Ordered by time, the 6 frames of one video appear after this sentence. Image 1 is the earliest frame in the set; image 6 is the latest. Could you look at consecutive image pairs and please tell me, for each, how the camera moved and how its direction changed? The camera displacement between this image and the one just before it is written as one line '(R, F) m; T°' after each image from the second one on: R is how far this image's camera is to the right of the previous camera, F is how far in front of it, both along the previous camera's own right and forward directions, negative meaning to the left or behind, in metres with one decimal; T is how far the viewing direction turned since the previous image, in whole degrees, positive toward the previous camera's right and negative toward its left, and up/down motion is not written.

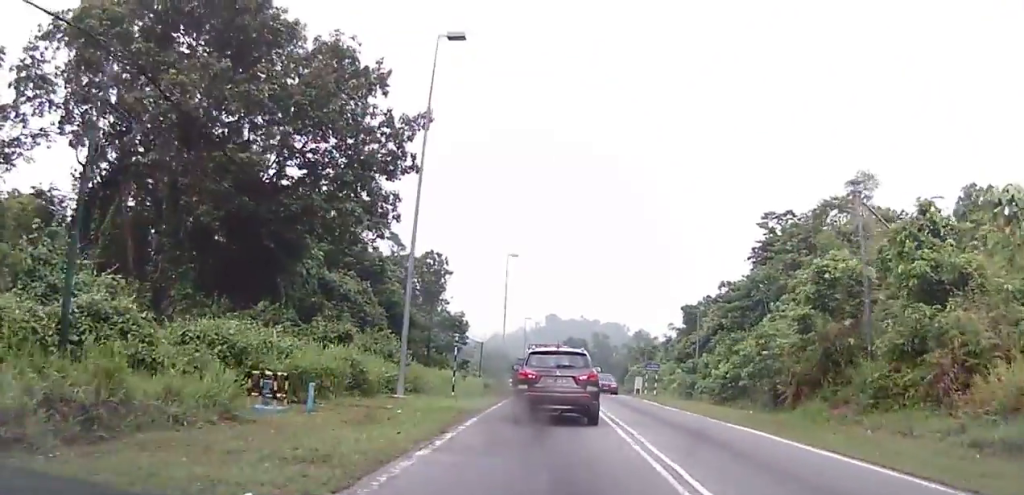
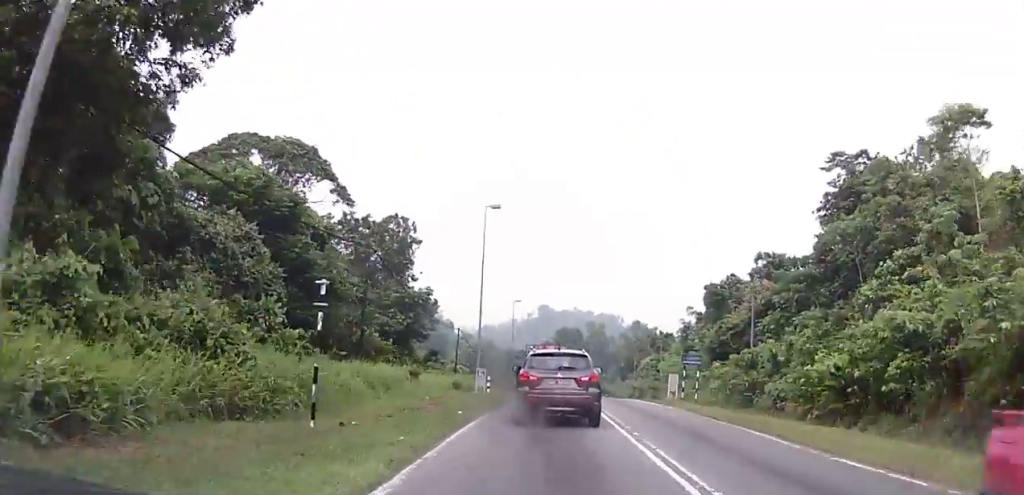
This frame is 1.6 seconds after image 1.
(-0.1, +17.1) m; +1°
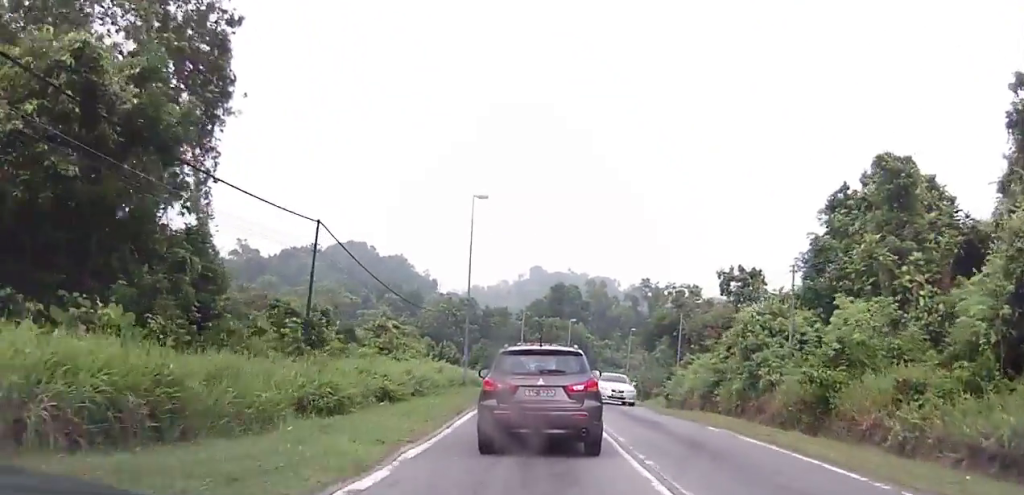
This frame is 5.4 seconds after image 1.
(+0.8, +41.2) m; 0°
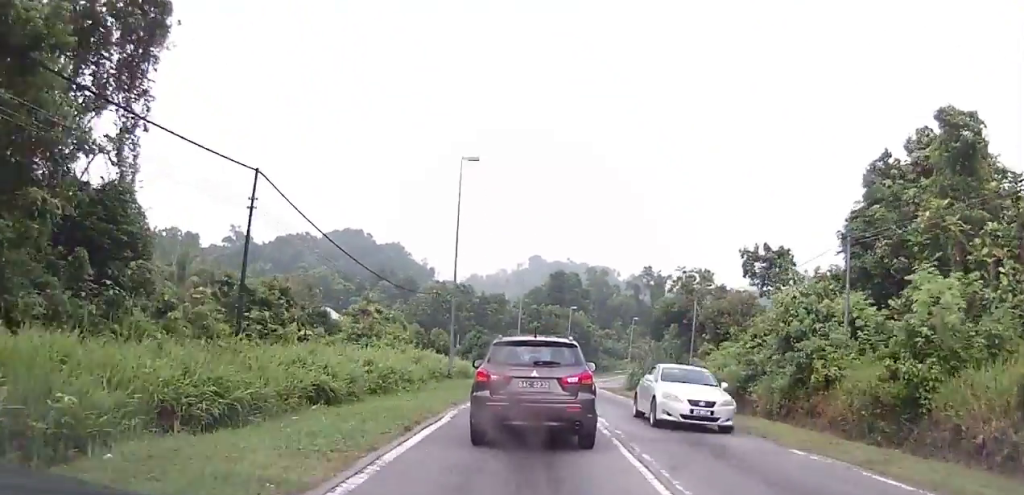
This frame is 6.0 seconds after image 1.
(-0.3, +6.5) m; 0°
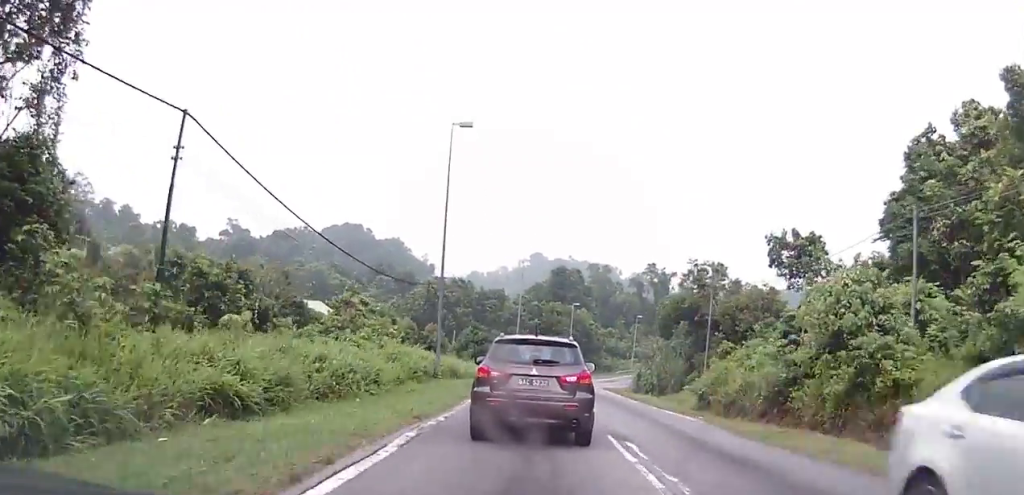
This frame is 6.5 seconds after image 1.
(+0.1, +5.2) m; 0°
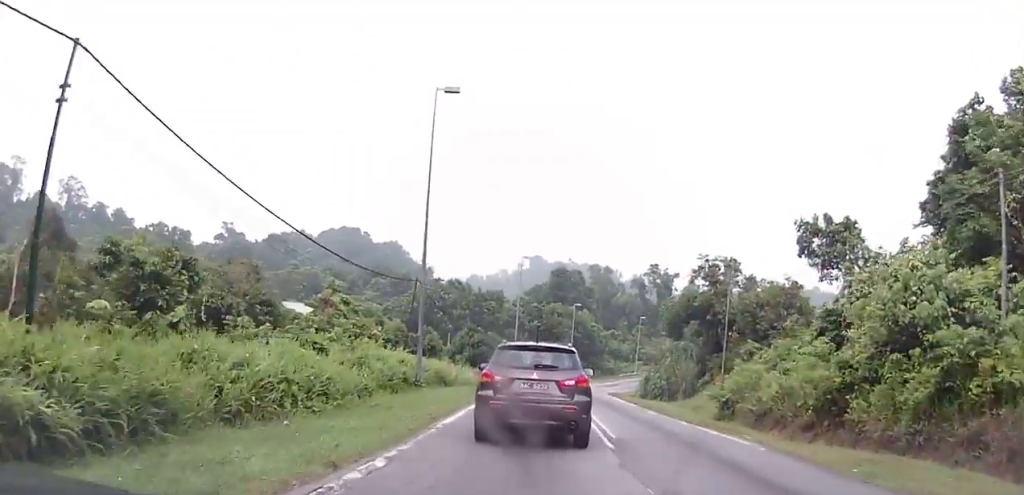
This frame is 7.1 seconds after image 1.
(+0.2, +5.2) m; 0°
